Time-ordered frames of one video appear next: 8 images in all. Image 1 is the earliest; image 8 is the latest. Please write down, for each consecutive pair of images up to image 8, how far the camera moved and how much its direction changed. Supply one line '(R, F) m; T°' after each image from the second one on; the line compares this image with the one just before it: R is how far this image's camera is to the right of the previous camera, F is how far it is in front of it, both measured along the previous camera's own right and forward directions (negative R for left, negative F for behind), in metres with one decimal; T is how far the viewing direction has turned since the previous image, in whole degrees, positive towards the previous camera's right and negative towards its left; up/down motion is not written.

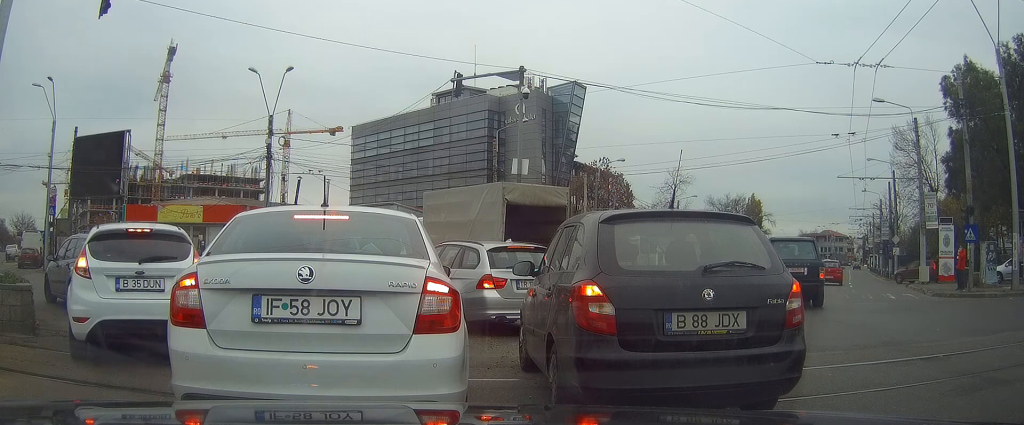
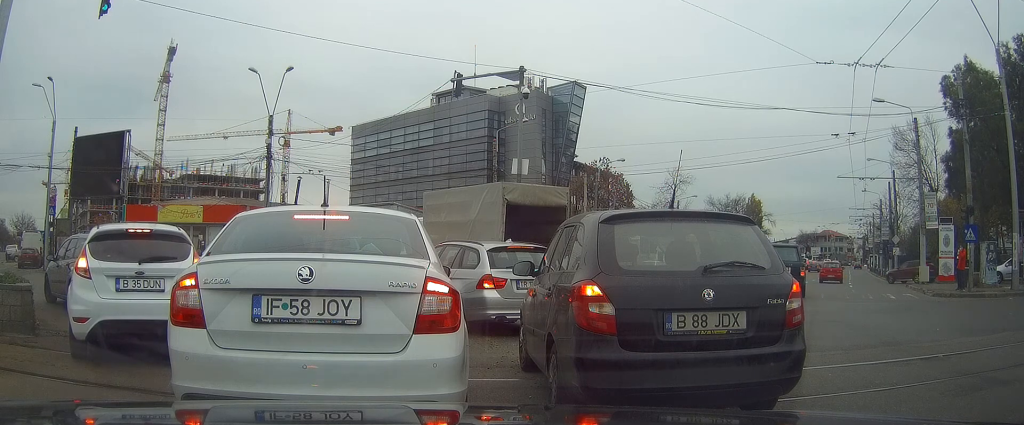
(0.0, 0.0) m; 0°
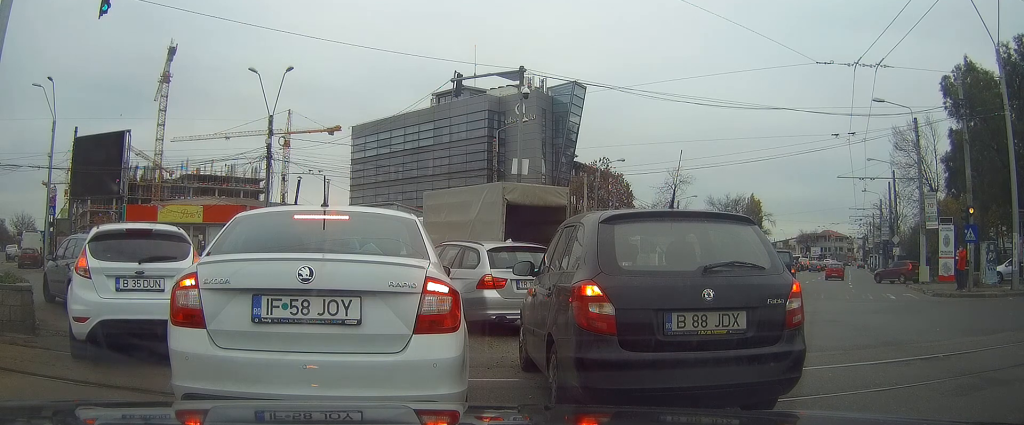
(0.0, 0.0) m; 0°
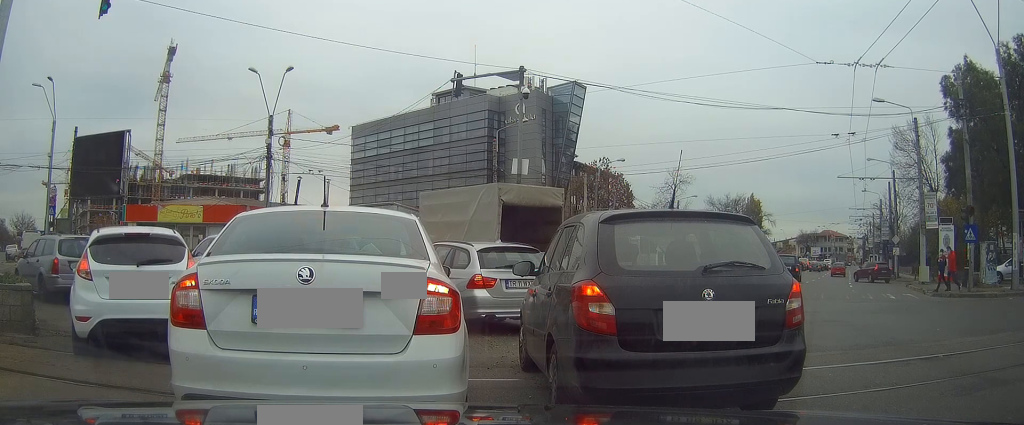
(0.0, 0.0) m; 0°
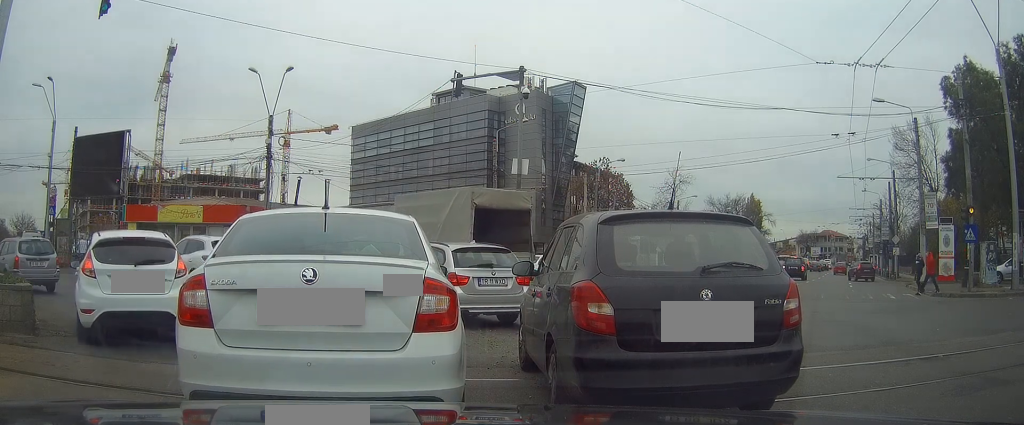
(0.0, 0.0) m; 0°
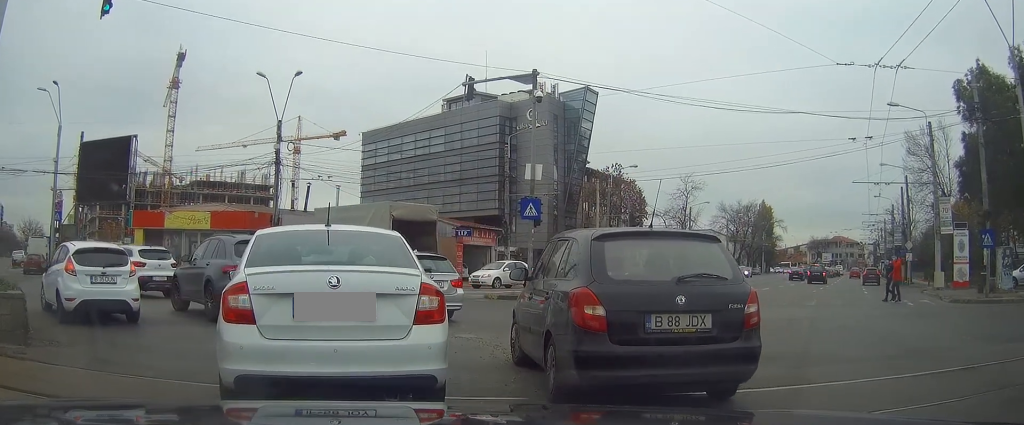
(+0.1, +1.2) m; +2°
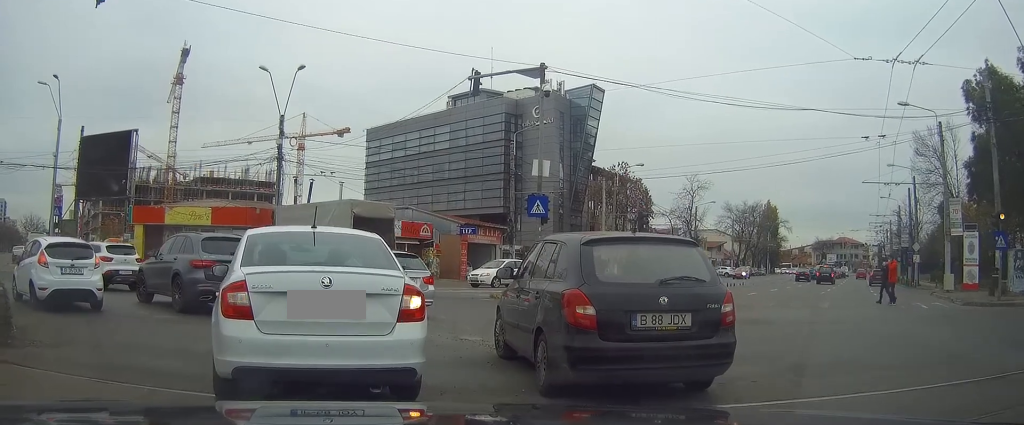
(0.0, +0.8) m; +3°
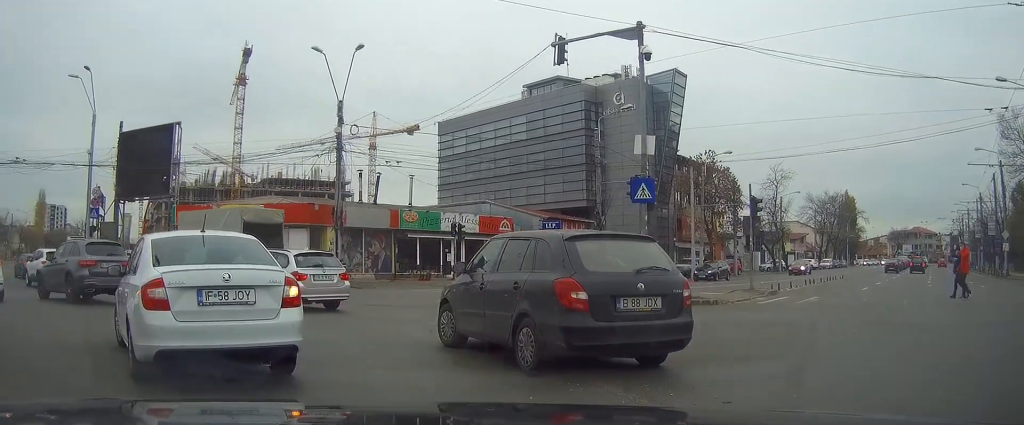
(-0.2, +4.2) m; -18°
